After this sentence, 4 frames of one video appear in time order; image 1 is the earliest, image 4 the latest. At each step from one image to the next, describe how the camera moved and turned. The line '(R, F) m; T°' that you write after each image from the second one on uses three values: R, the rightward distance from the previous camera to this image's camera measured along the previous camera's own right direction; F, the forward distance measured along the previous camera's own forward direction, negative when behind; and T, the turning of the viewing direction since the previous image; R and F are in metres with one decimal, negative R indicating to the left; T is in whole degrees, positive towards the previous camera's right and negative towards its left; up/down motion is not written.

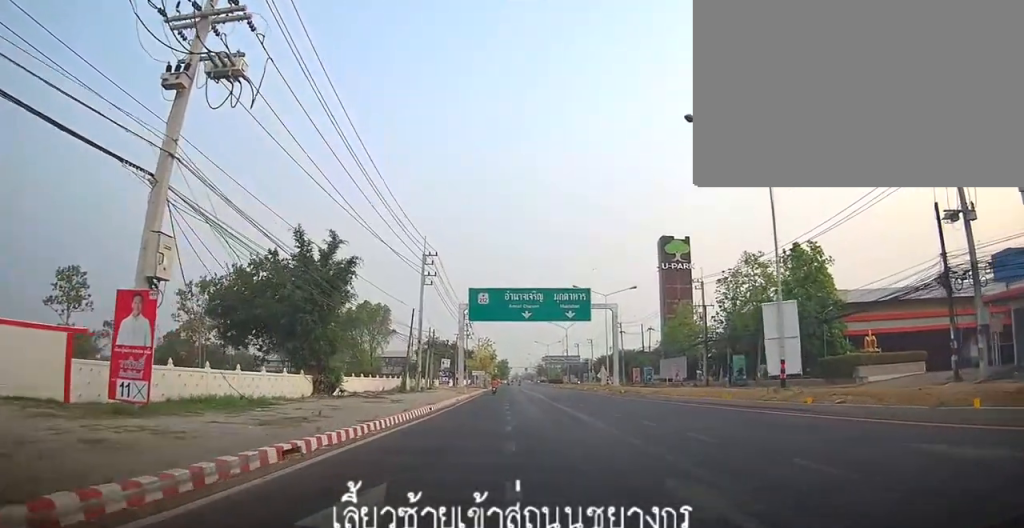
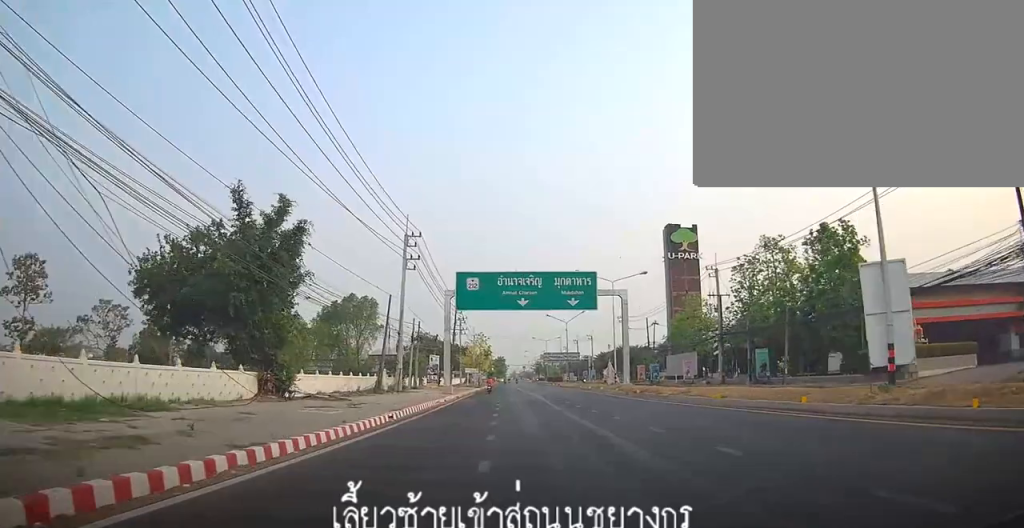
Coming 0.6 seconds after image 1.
(-0.5, +6.4) m; +1°
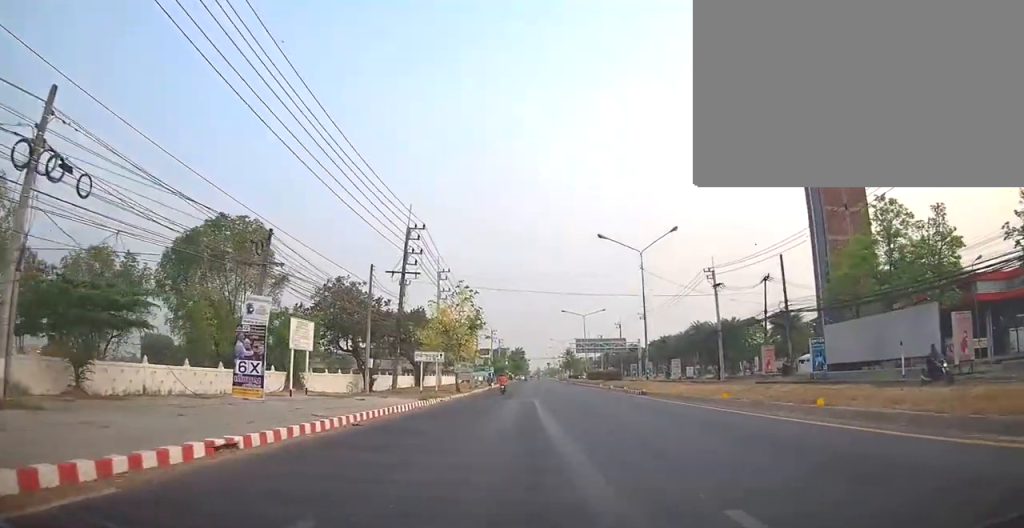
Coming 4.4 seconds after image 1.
(+0.8, +45.4) m; +3°
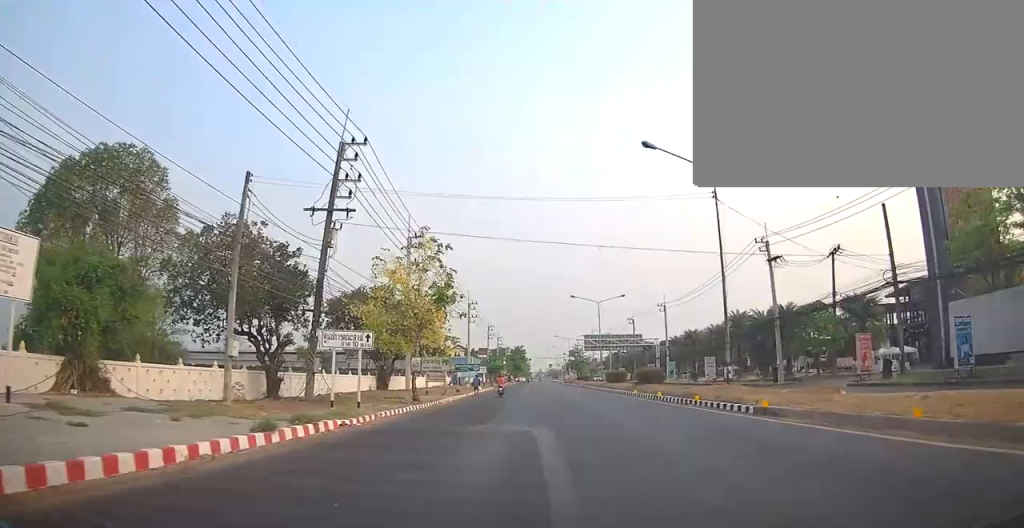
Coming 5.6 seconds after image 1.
(-0.1, +15.9) m; -4°
